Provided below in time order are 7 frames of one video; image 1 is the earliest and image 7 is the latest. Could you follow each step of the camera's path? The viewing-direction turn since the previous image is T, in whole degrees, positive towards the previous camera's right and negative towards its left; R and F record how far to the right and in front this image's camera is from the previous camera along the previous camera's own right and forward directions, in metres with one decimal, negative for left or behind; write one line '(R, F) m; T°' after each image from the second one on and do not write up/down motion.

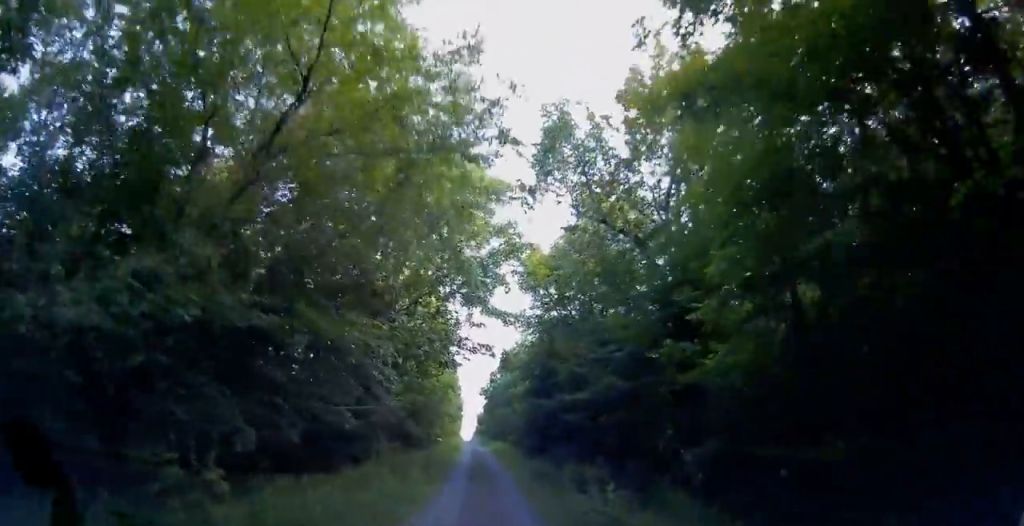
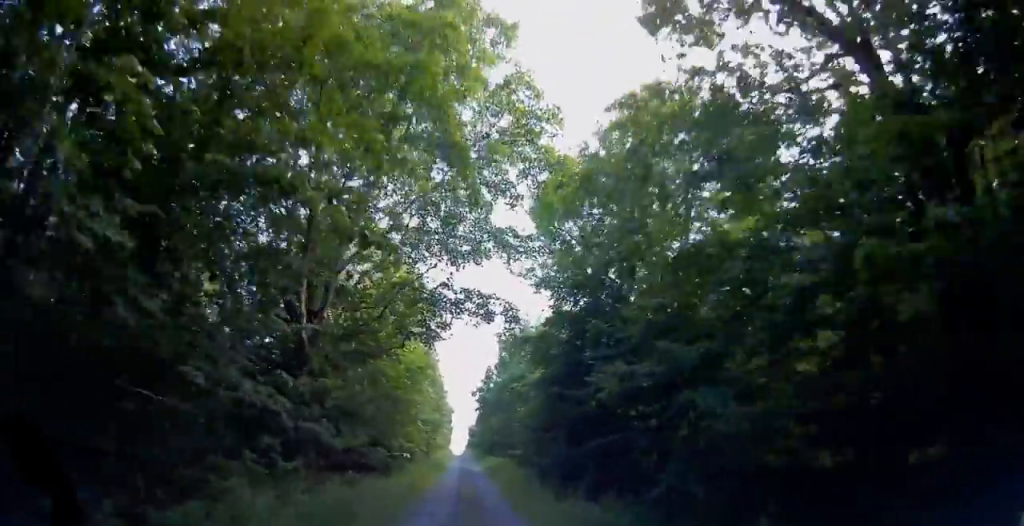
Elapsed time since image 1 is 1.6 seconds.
(+0.2, +11.0) m; +2°
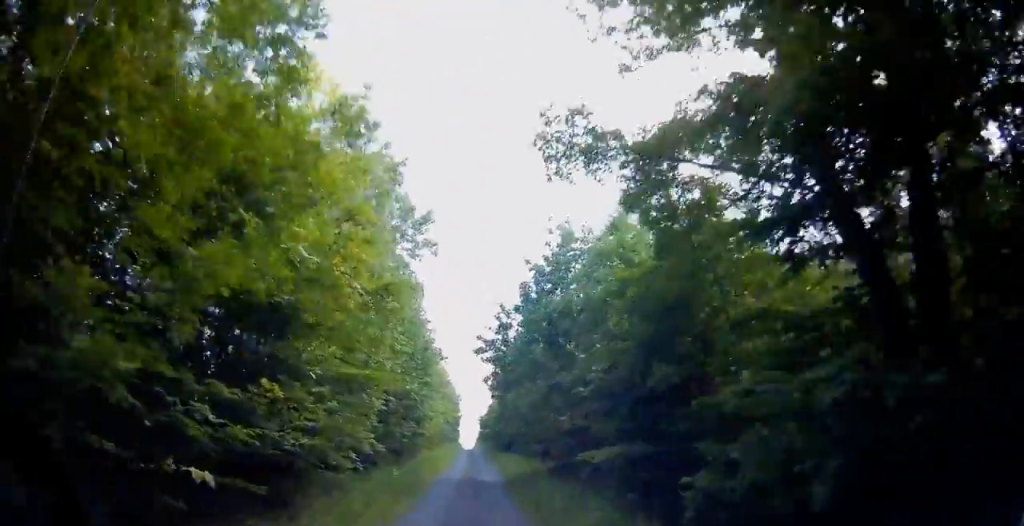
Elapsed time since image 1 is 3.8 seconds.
(-0.4, +15.7) m; 0°
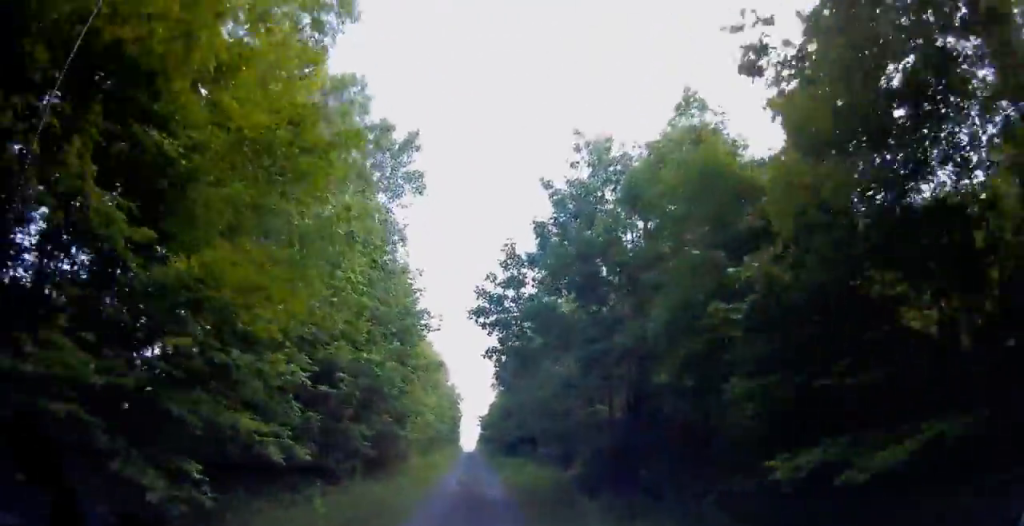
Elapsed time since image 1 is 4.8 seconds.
(+0.2, +7.0) m; 0°
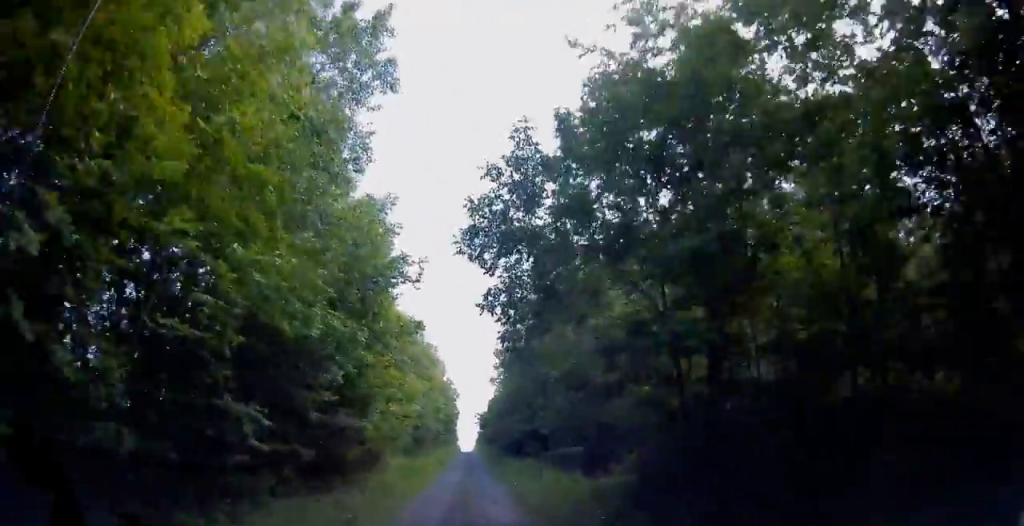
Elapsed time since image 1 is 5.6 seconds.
(0.0, +6.1) m; -2°
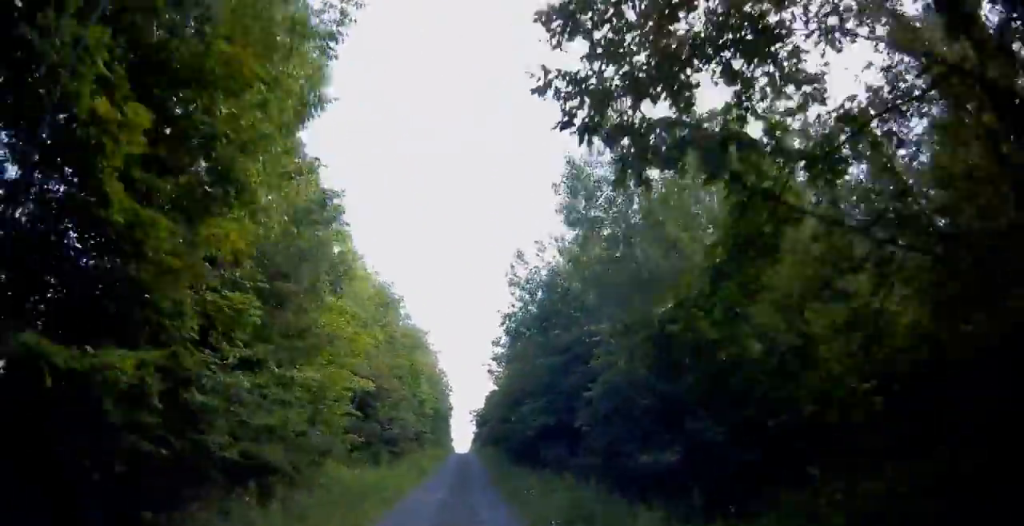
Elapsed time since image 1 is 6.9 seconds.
(-0.1, +9.5) m; +1°
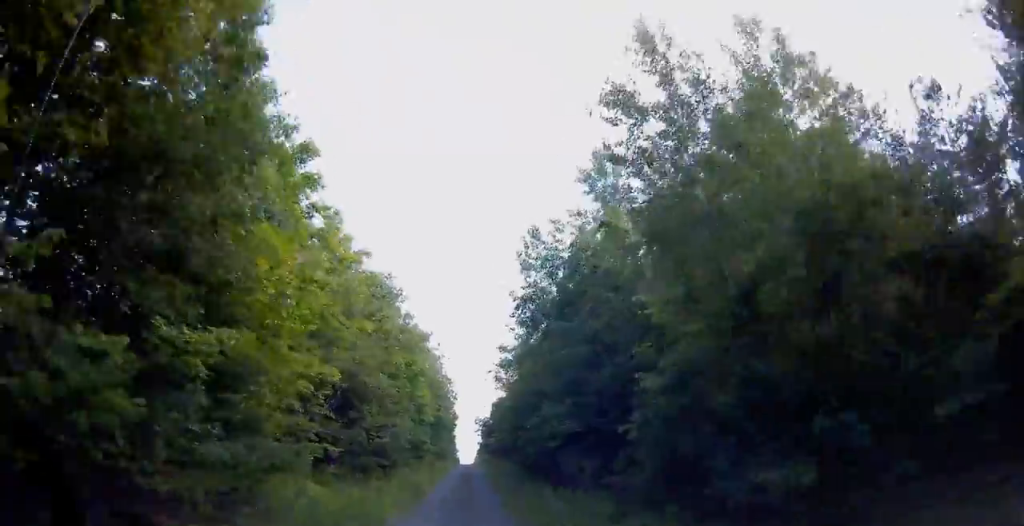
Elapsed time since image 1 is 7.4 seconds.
(+0.1, +3.9) m; +1°
